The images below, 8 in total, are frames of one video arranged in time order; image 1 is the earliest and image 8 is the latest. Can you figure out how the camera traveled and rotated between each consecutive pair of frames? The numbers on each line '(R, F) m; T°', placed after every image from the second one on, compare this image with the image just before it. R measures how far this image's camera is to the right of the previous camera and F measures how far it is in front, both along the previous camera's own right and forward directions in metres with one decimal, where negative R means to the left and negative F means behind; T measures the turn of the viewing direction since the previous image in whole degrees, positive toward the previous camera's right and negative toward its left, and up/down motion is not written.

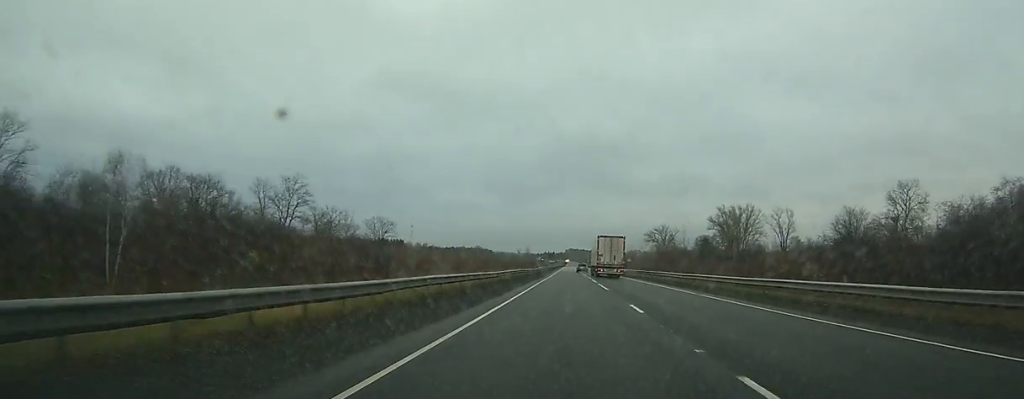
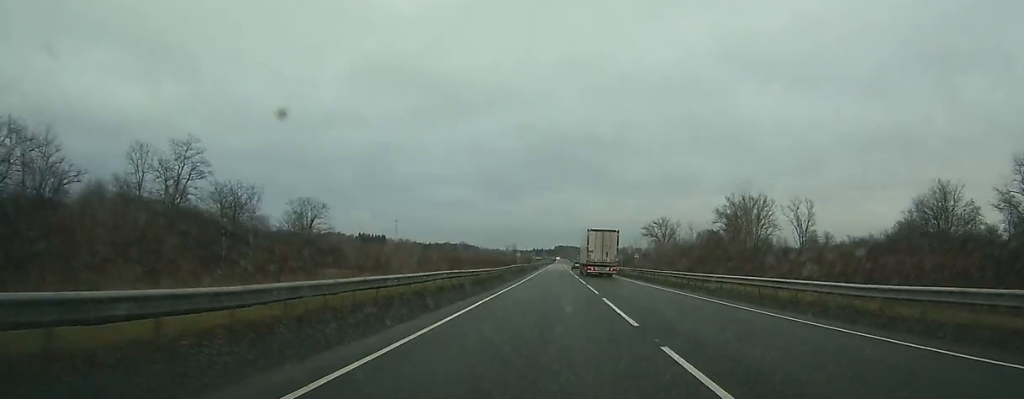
(0.0, +28.9) m; 0°
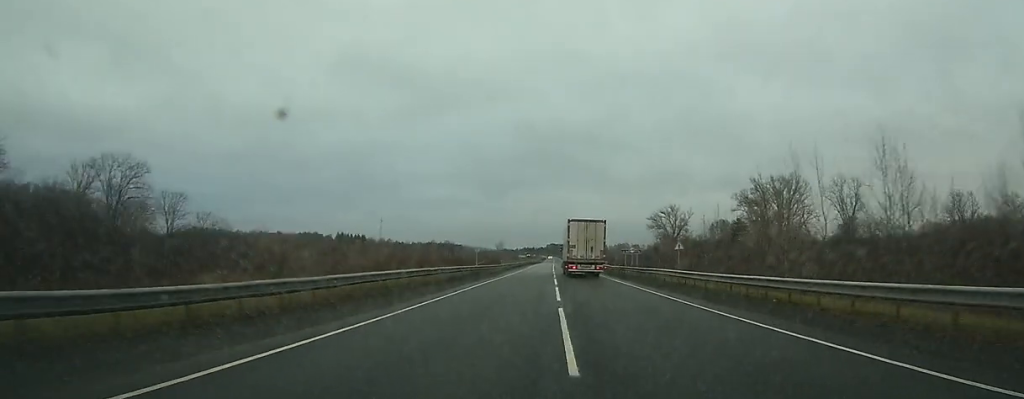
(+0.2, +40.4) m; 0°
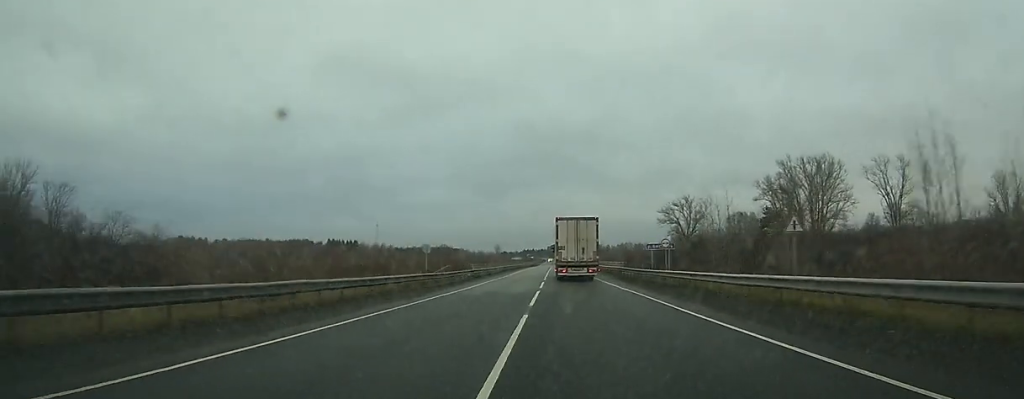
(+0.1, +25.8) m; 0°
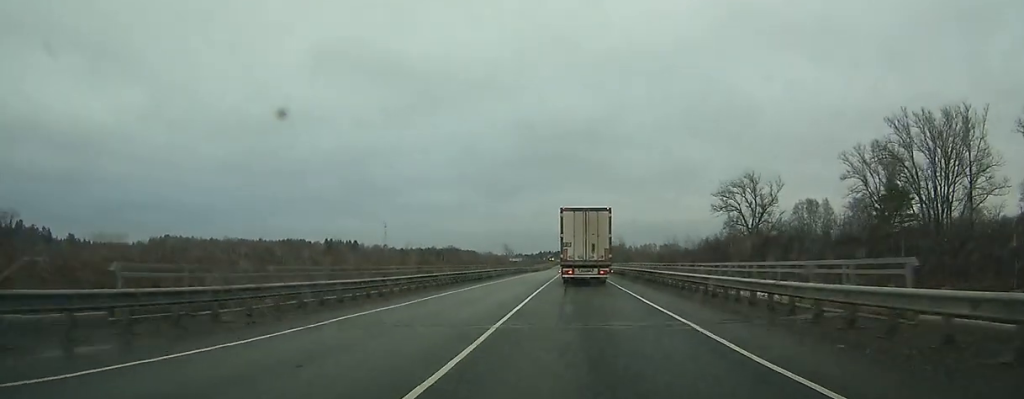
(-0.5, +50.5) m; -1°
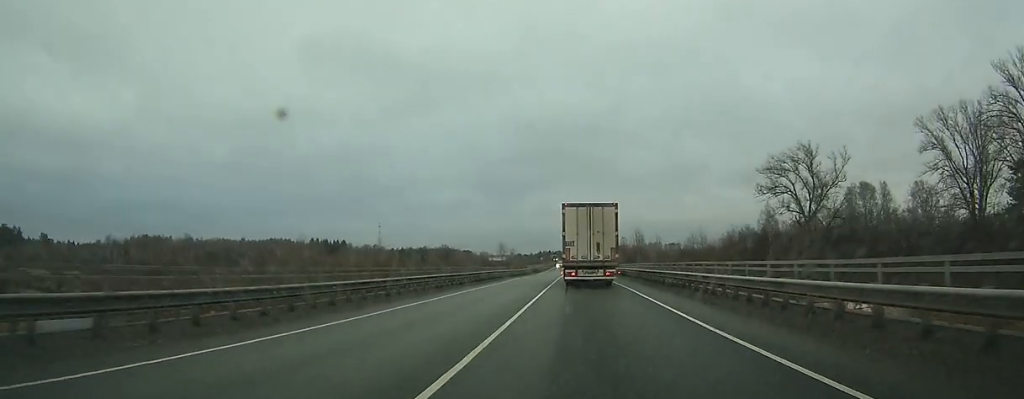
(-0.4, +32.4) m; 0°
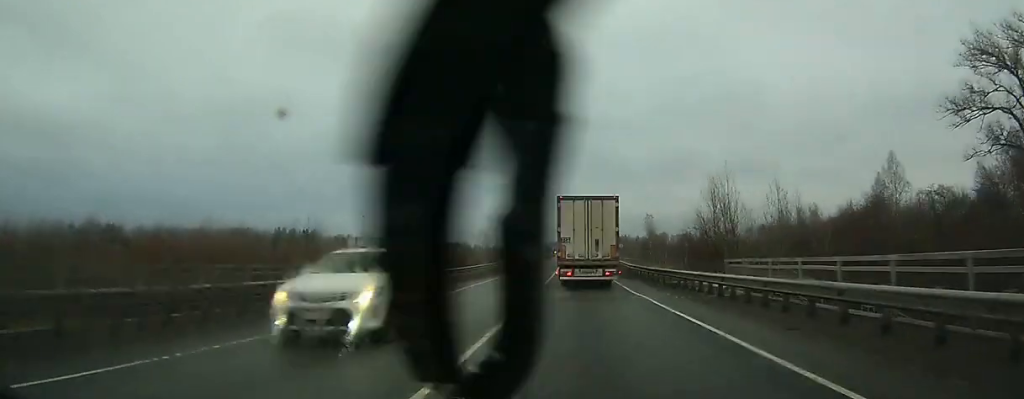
(+0.2, +56.3) m; +1°
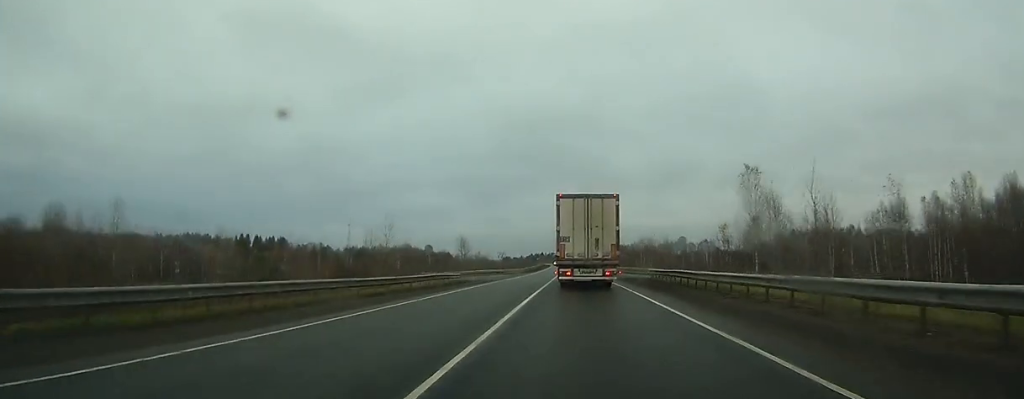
(+0.3, +55.8) m; 0°
